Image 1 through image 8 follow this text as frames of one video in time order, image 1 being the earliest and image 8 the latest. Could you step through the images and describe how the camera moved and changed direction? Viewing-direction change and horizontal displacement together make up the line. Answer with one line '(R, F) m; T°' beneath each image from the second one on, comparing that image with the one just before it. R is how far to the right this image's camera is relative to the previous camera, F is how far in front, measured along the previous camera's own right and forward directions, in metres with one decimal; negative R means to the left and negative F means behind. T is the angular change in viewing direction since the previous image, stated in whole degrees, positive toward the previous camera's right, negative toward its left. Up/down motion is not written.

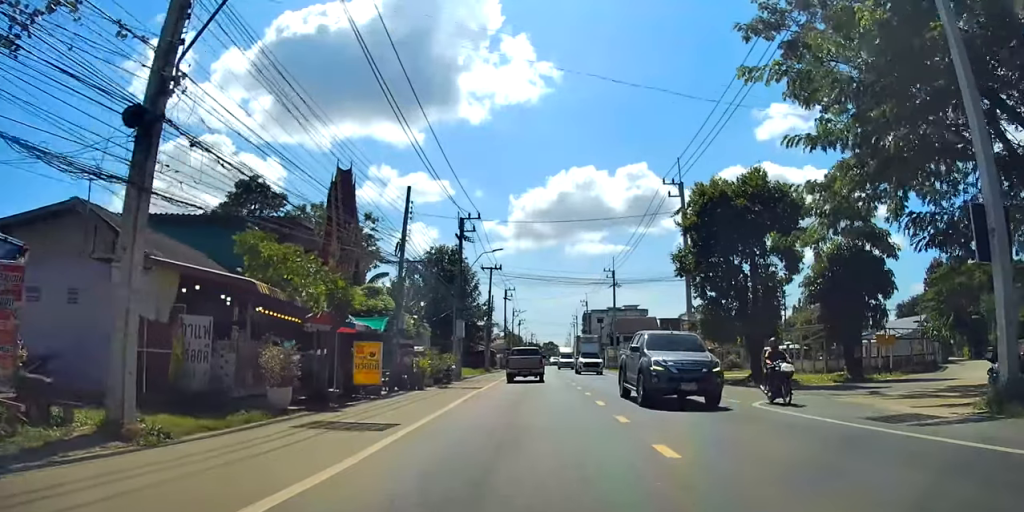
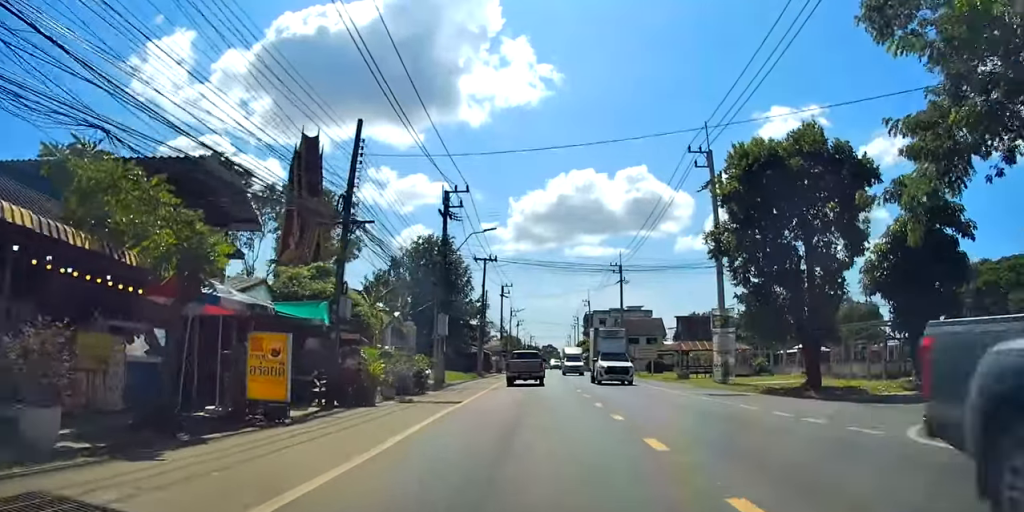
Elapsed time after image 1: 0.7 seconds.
(-0.3, +6.9) m; 0°
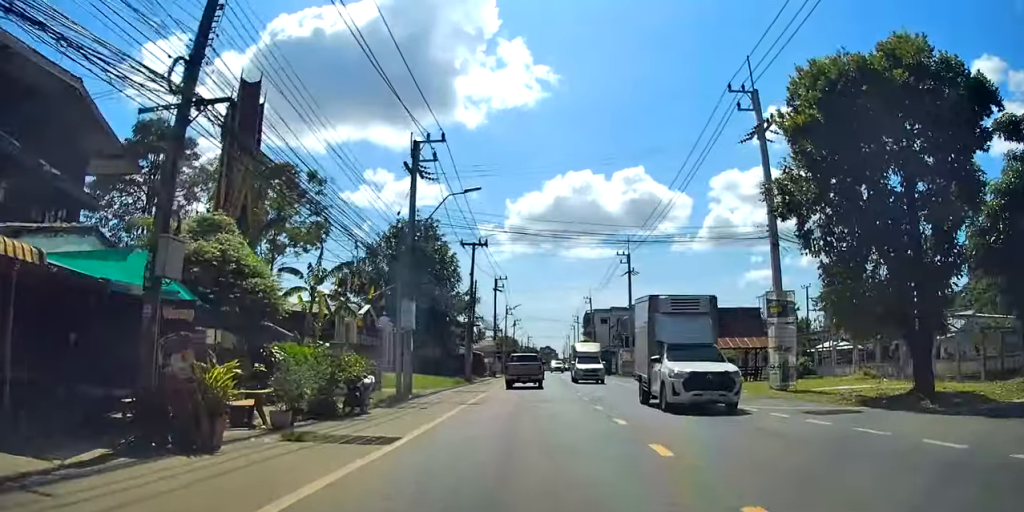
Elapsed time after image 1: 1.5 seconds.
(+0.3, +8.4) m; -2°
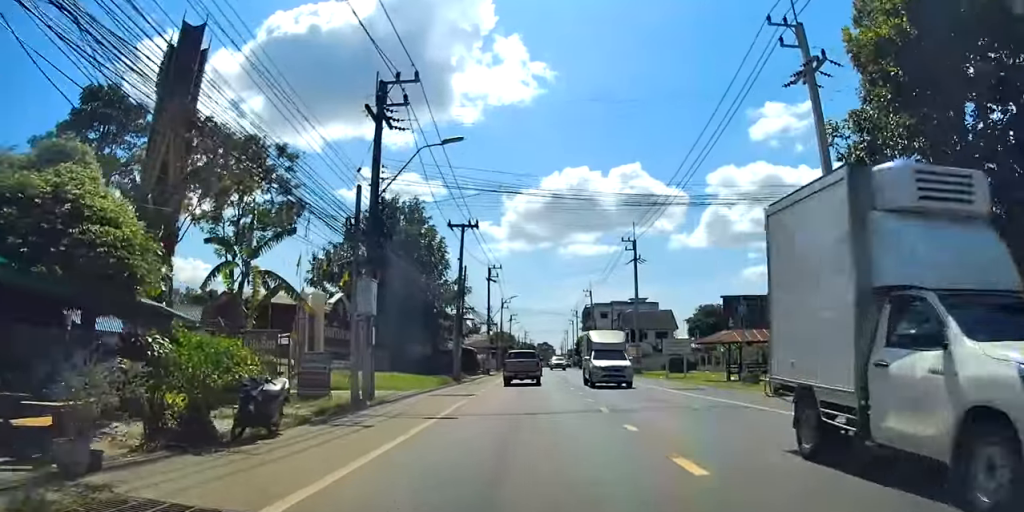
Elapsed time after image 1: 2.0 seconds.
(0.0, +5.5) m; -2°
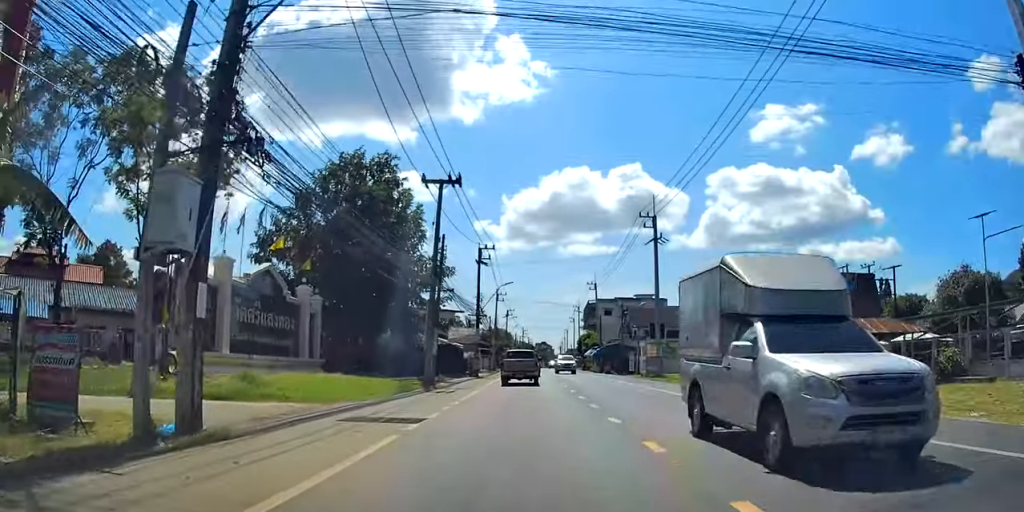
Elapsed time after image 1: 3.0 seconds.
(-0.6, +9.9) m; -2°
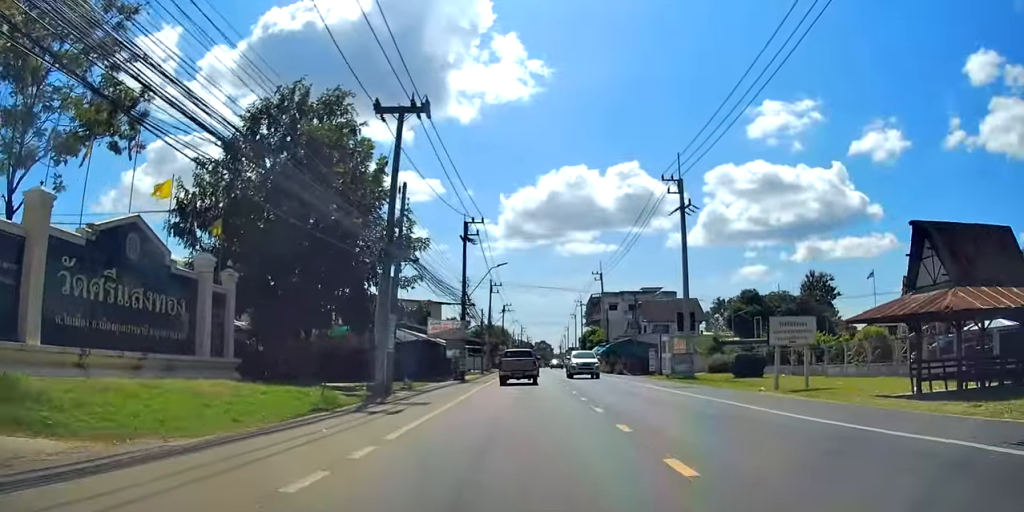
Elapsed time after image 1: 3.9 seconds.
(+0.3, +9.7) m; 0°
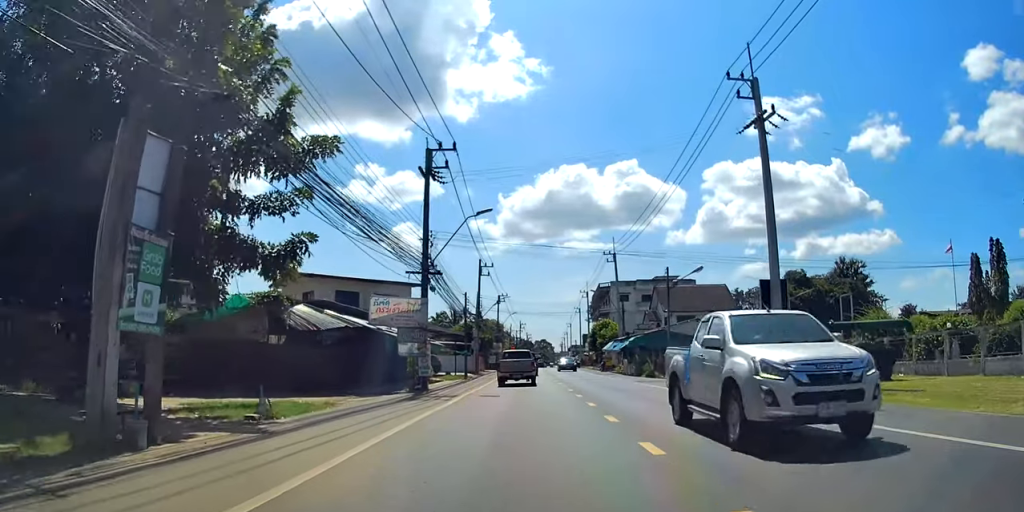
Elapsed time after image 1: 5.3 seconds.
(-0.4, +14.2) m; -1°
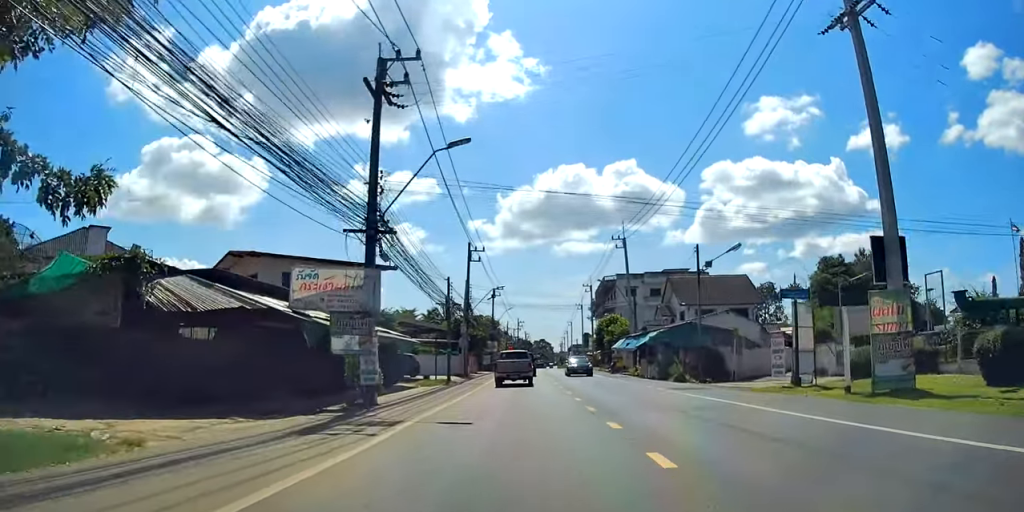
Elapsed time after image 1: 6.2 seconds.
(+0.1, +8.8) m; 0°
